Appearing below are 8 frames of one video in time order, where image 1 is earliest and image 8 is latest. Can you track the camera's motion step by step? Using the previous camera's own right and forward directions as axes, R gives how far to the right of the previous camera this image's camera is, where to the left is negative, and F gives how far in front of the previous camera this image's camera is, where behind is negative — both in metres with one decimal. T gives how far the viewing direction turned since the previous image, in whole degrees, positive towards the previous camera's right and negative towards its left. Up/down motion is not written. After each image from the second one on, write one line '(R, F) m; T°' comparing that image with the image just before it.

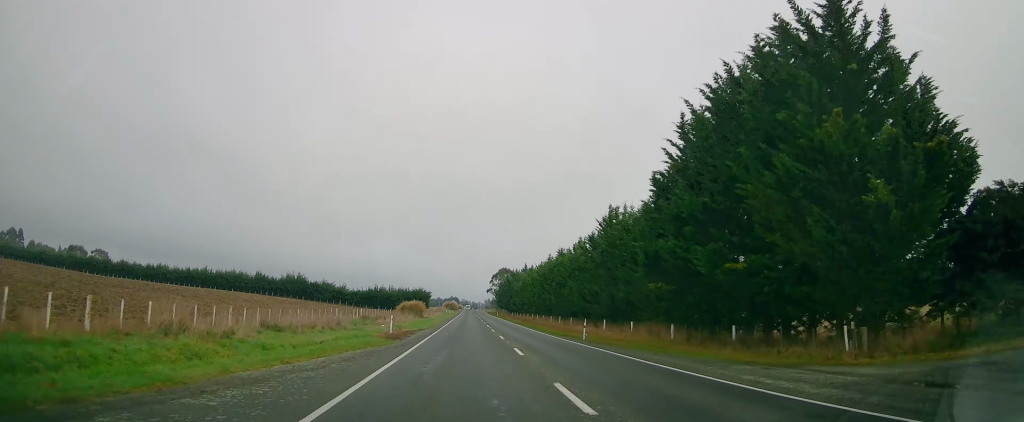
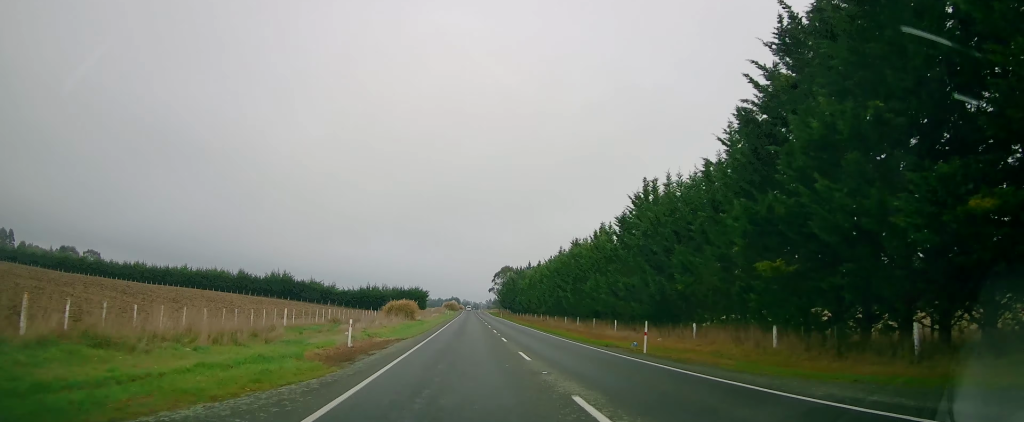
(-0.2, +11.5) m; 0°
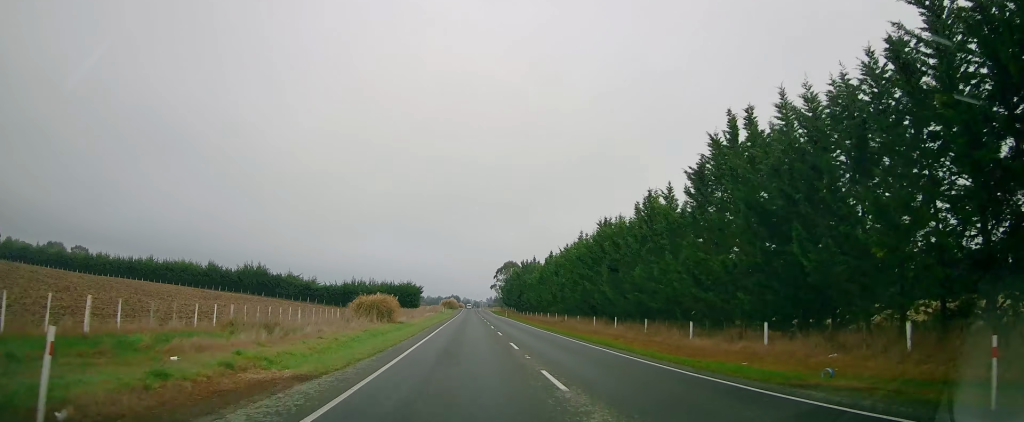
(+0.1, +16.0) m; 0°
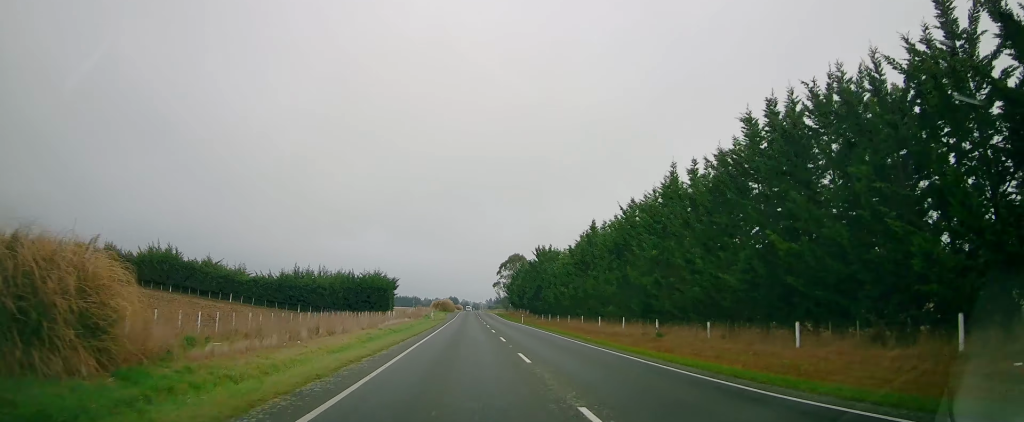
(+0.3, +35.0) m; 0°
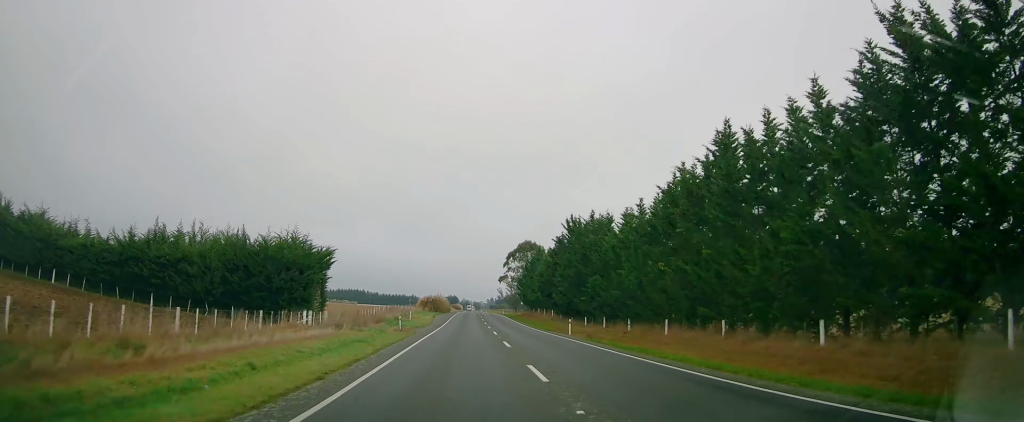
(-0.5, +34.0) m; -1°
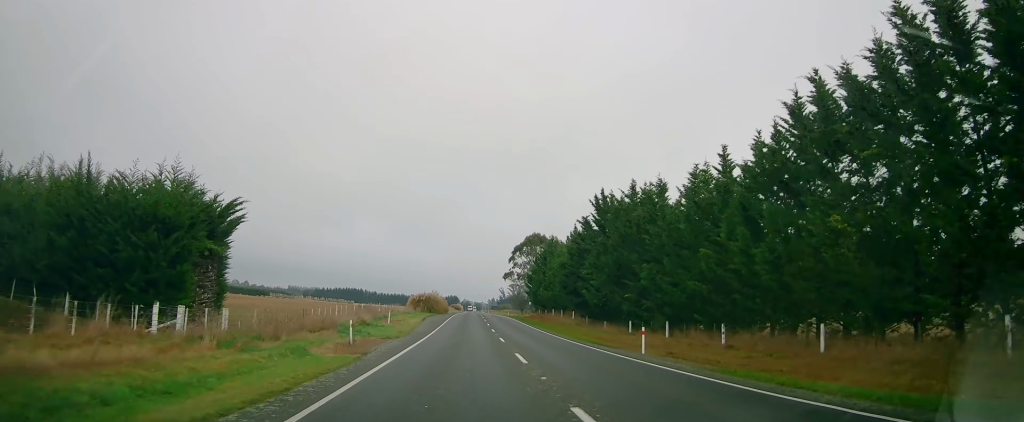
(0.0, +15.9) m; +1°
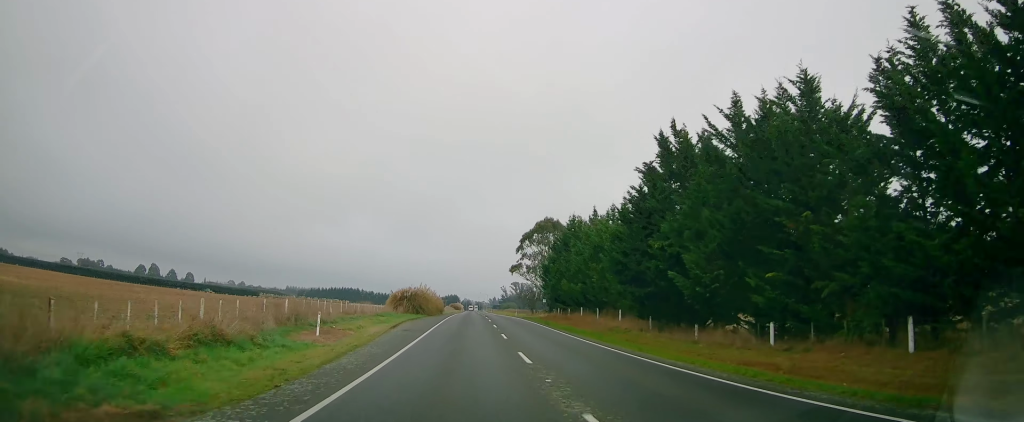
(+0.1, +20.3) m; 0°
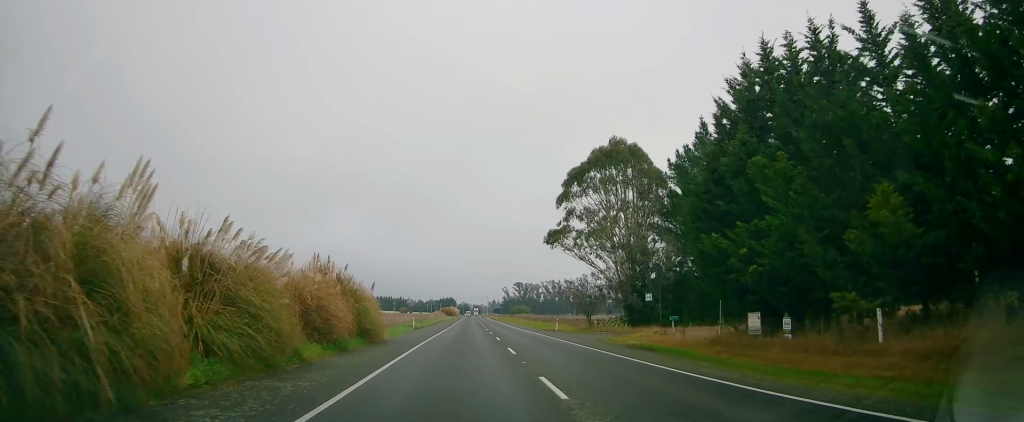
(-0.4, +54.2) m; -1°
